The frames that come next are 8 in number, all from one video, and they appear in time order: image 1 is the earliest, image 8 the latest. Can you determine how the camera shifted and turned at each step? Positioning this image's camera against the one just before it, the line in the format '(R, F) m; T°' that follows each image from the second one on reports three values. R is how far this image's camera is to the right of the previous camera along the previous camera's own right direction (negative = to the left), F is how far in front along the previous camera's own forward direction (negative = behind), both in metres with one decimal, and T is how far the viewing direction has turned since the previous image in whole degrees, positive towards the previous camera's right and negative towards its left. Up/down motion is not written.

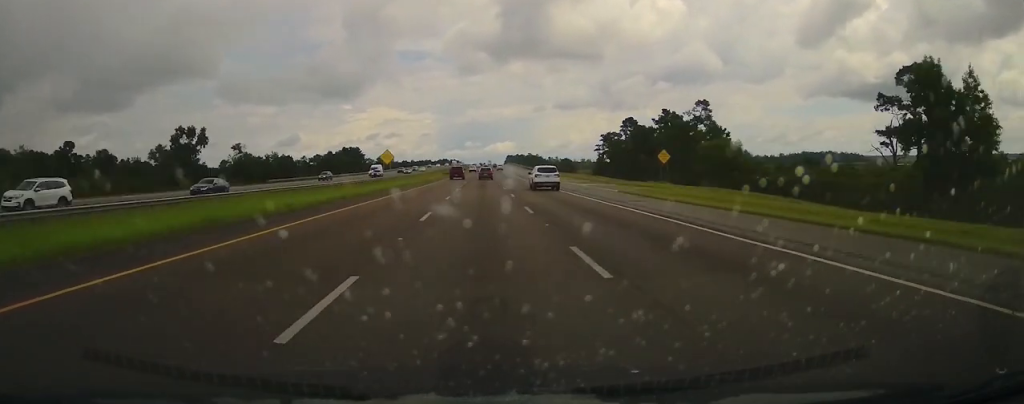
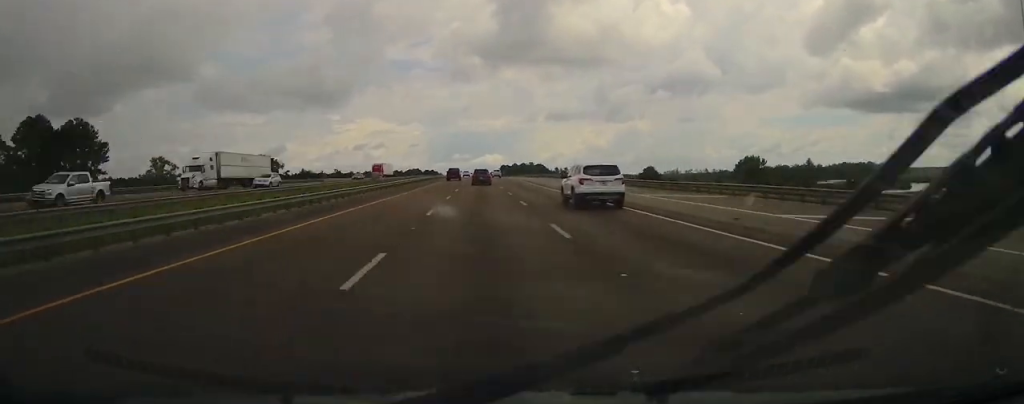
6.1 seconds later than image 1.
(+2.2, +194.1) m; 0°
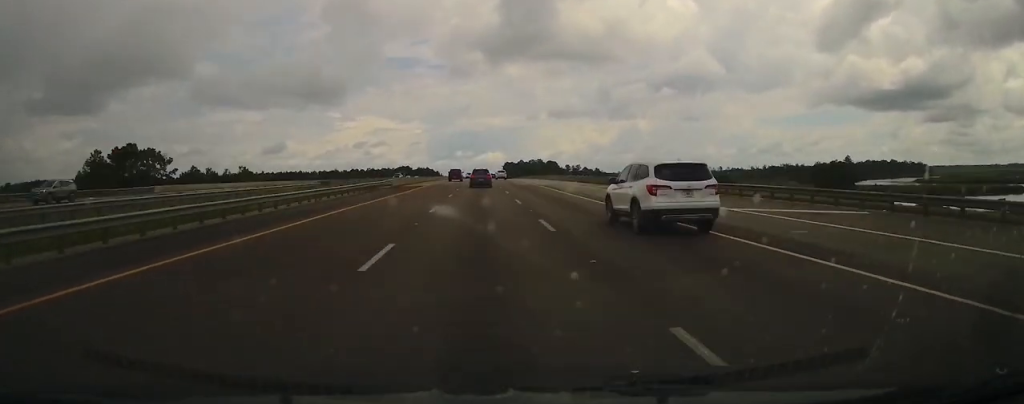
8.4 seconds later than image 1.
(-0.4, +79.2) m; 0°
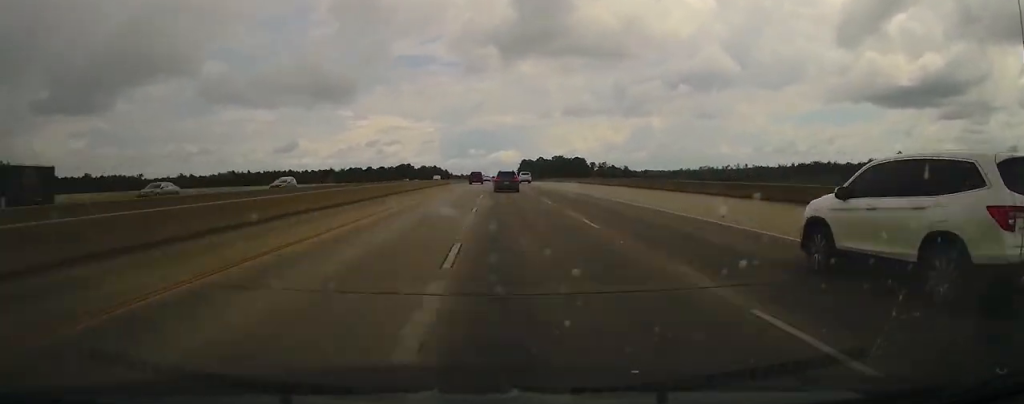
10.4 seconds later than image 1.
(-0.2, +70.9) m; 0°
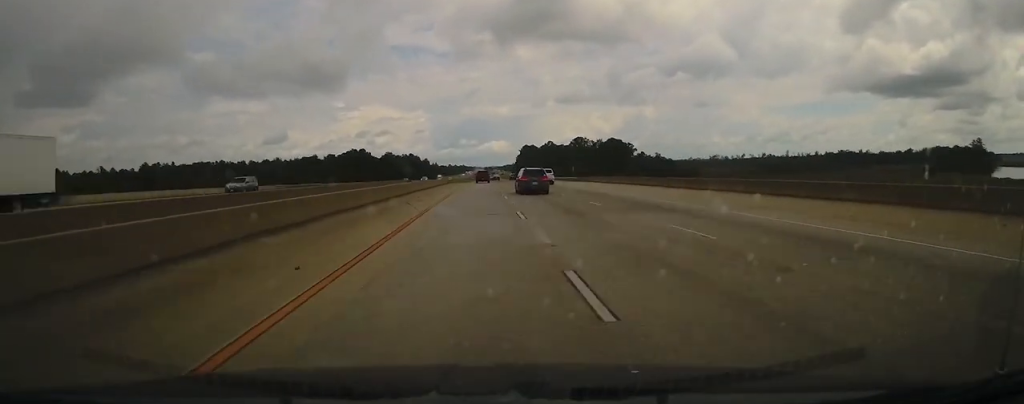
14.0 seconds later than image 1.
(-0.7, +133.5) m; 0°
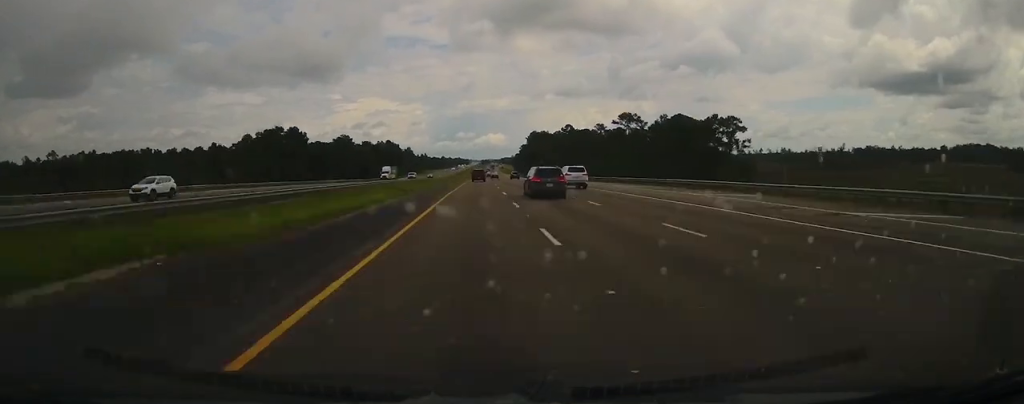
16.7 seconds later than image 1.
(+0.4, +107.0) m; 0°
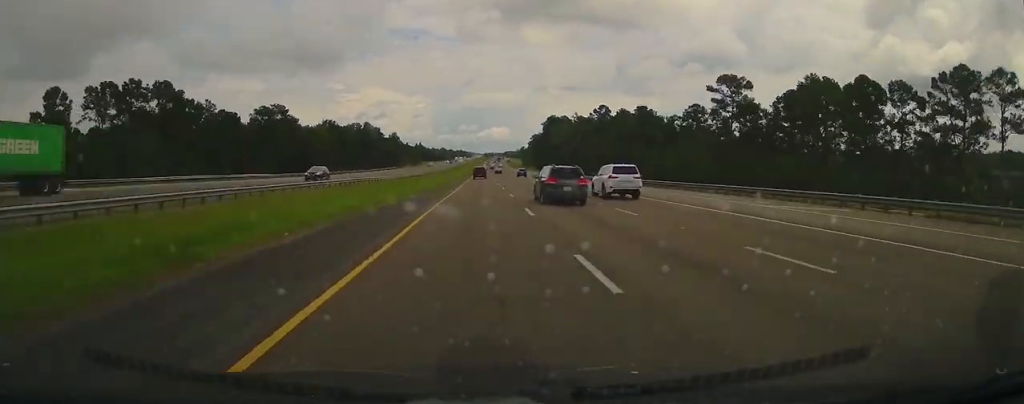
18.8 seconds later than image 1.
(+0.2, +88.2) m; 0°
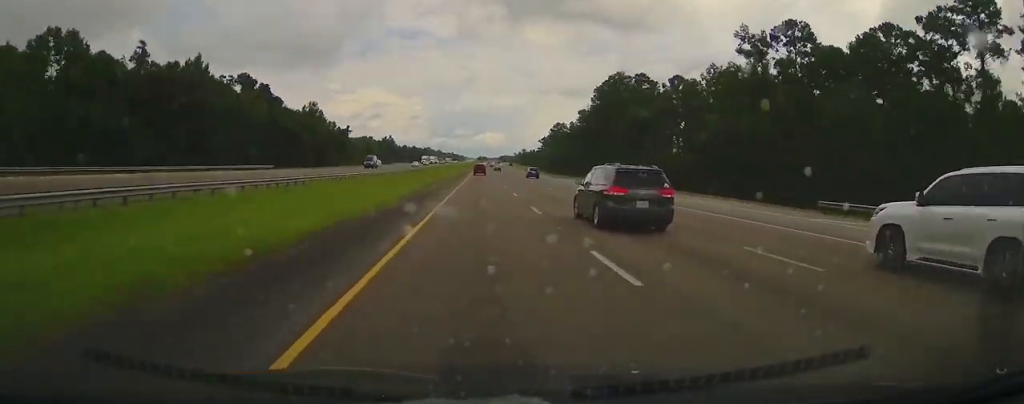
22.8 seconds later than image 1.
(+0.3, +201.7) m; +1°
